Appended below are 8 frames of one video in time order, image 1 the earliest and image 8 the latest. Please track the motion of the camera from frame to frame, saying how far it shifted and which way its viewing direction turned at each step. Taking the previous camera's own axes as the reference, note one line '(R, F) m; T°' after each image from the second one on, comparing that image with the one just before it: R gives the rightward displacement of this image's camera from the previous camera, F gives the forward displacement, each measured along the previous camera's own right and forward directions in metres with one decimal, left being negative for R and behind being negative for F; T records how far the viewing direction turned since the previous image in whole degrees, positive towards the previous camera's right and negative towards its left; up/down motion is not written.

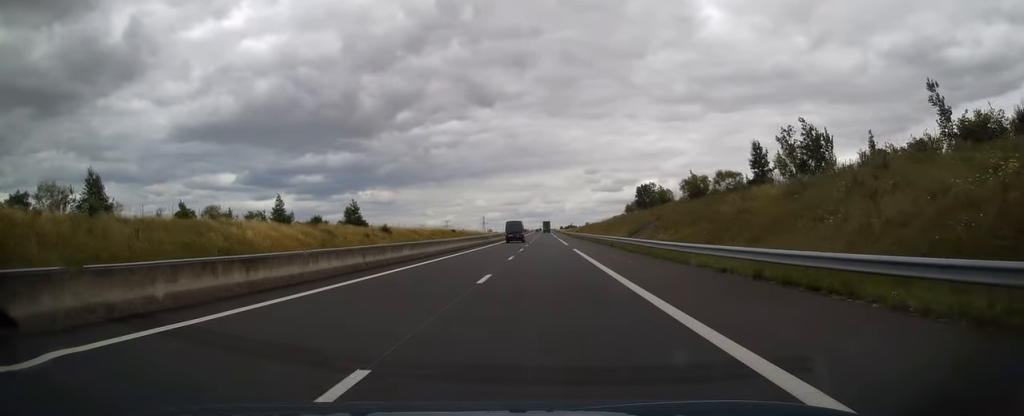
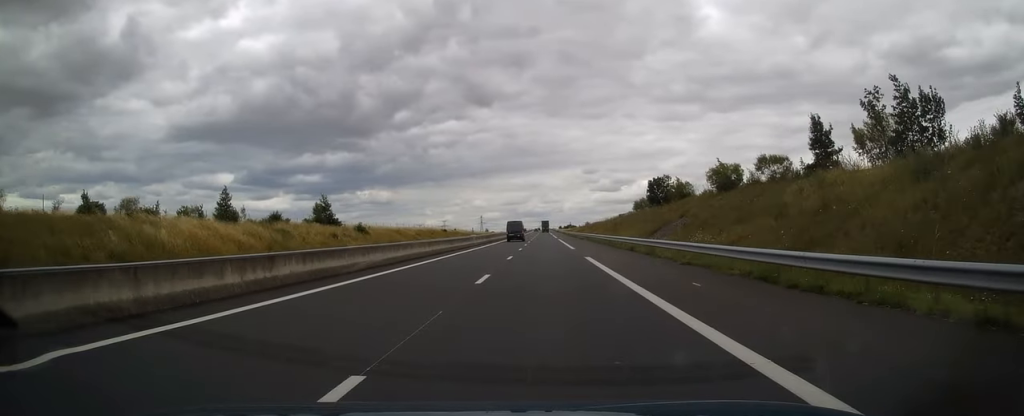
(0.0, +13.2) m; 0°
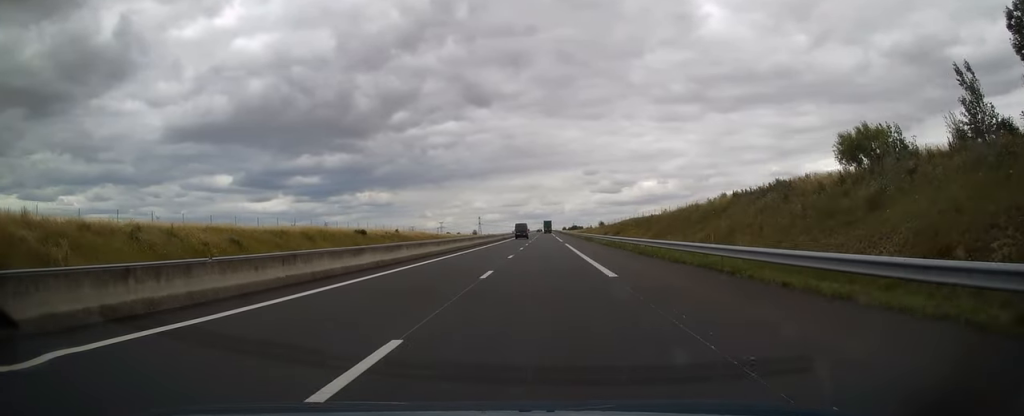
(+0.4, +75.4) m; 0°
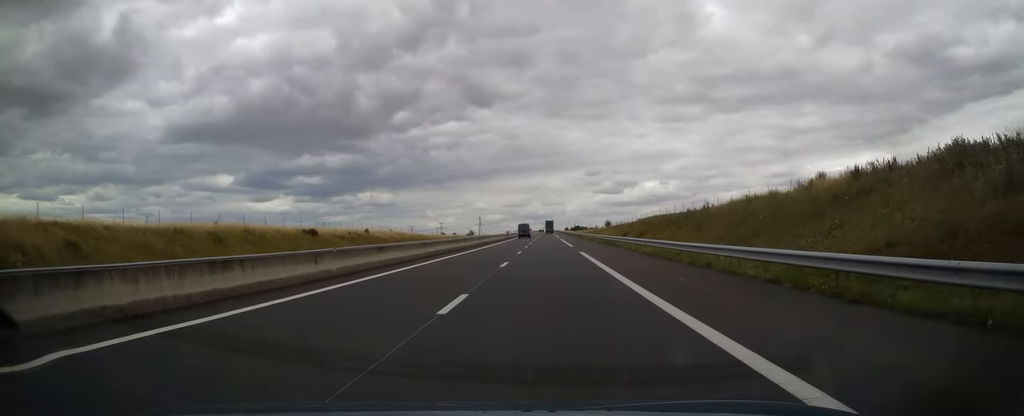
(+0.3, +20.4) m; 0°
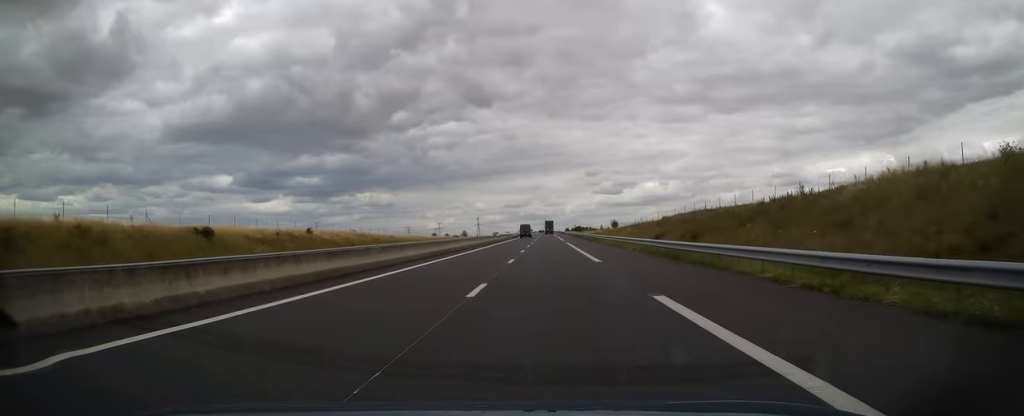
(-0.3, +23.4) m; -1°
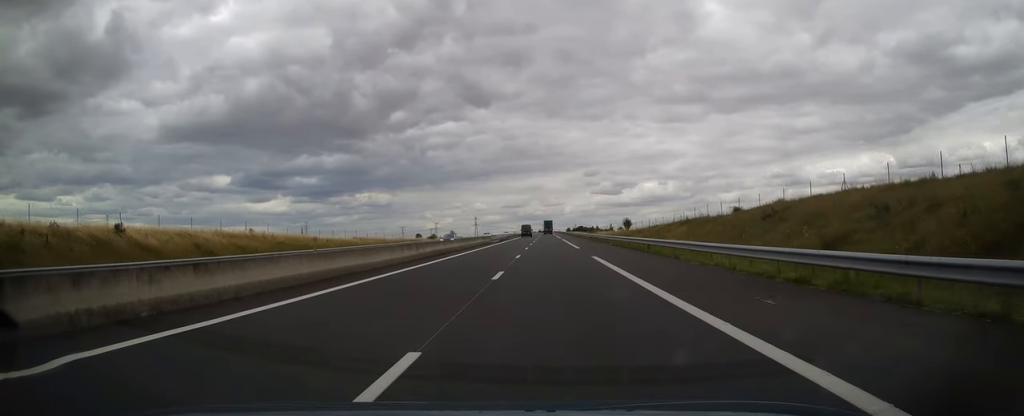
(-0.1, +34.6) m; 0°
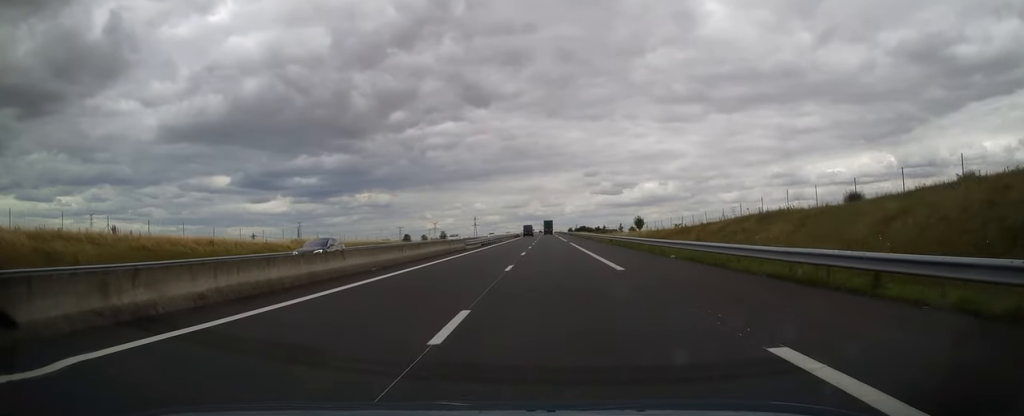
(0.0, +22.4) m; 0°
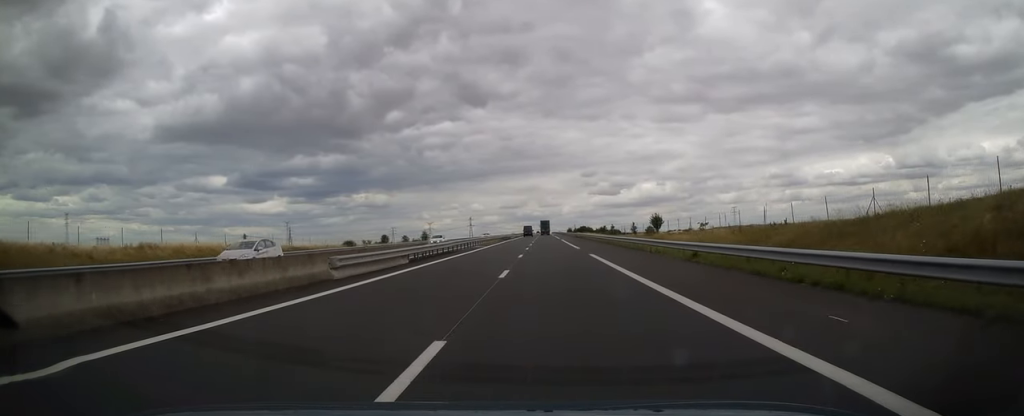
(0.0, +28.7) m; +1°
